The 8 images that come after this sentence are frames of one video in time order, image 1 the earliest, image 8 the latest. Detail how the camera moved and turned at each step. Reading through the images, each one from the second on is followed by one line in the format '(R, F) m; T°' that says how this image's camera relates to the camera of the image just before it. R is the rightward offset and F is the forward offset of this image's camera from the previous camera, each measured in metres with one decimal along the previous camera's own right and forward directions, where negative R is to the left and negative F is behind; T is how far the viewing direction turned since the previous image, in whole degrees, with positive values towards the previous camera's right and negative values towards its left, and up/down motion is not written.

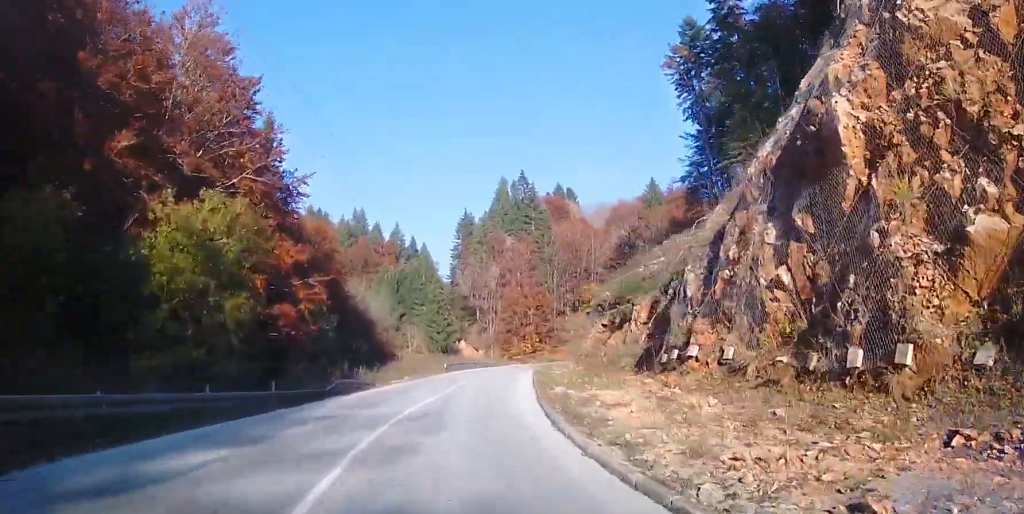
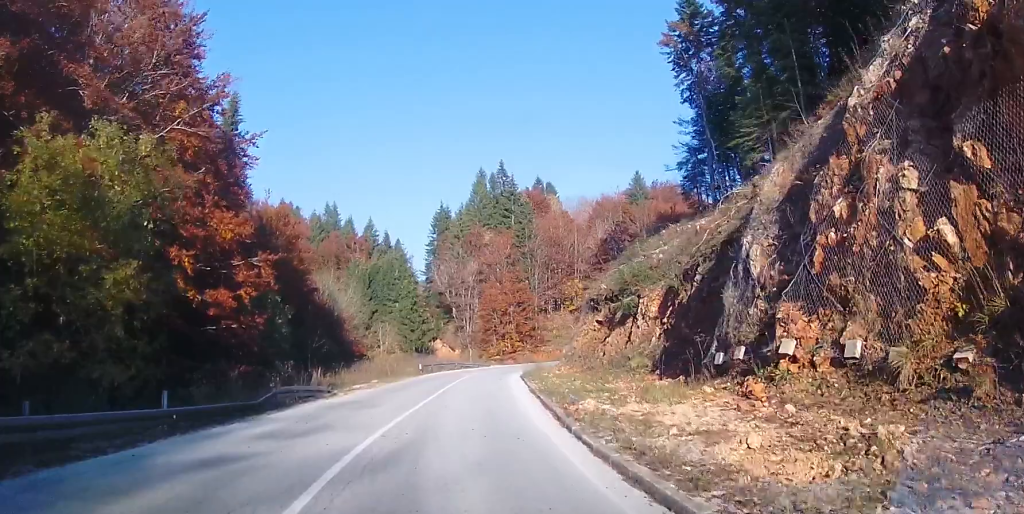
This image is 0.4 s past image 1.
(+0.3, +5.6) m; +3°
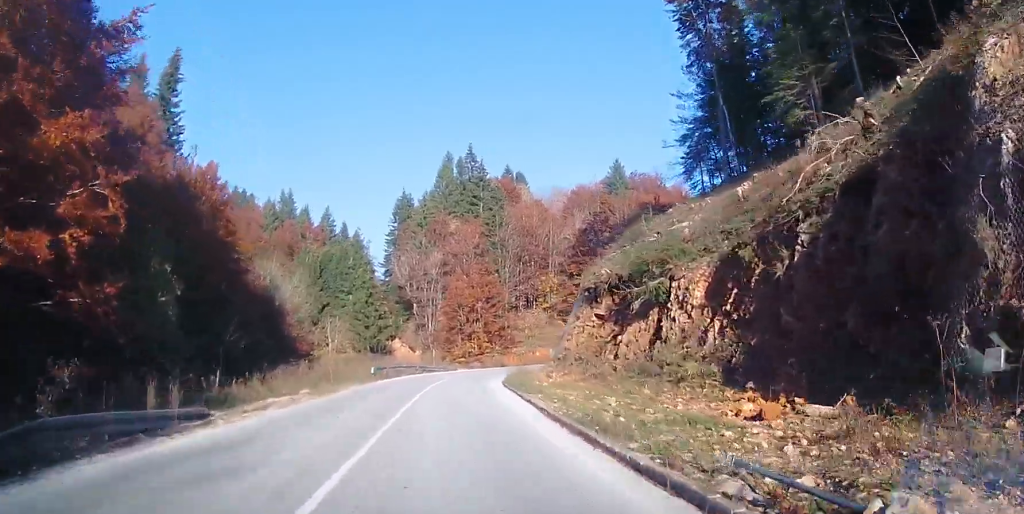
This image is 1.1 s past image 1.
(+0.4, +9.5) m; 0°
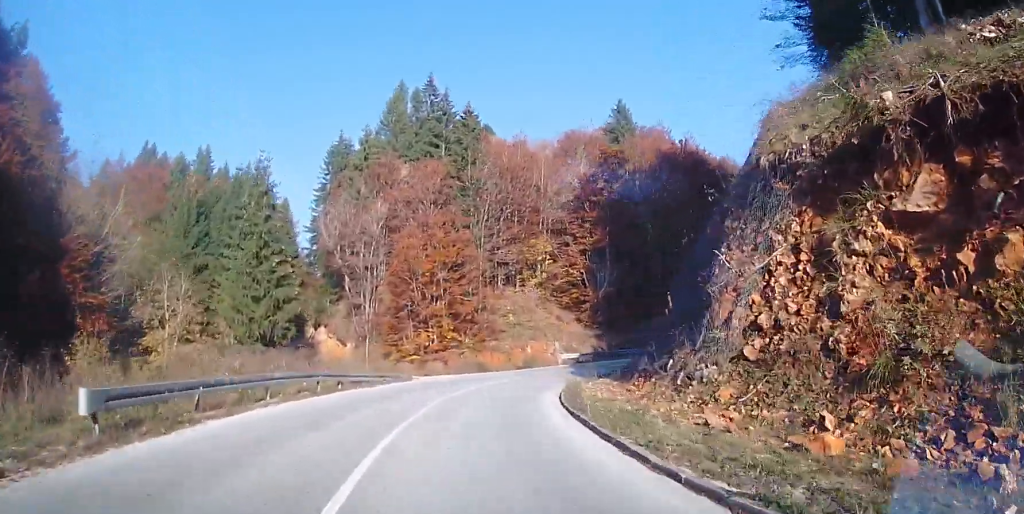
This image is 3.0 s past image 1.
(-2.6, +26.6) m; -12°
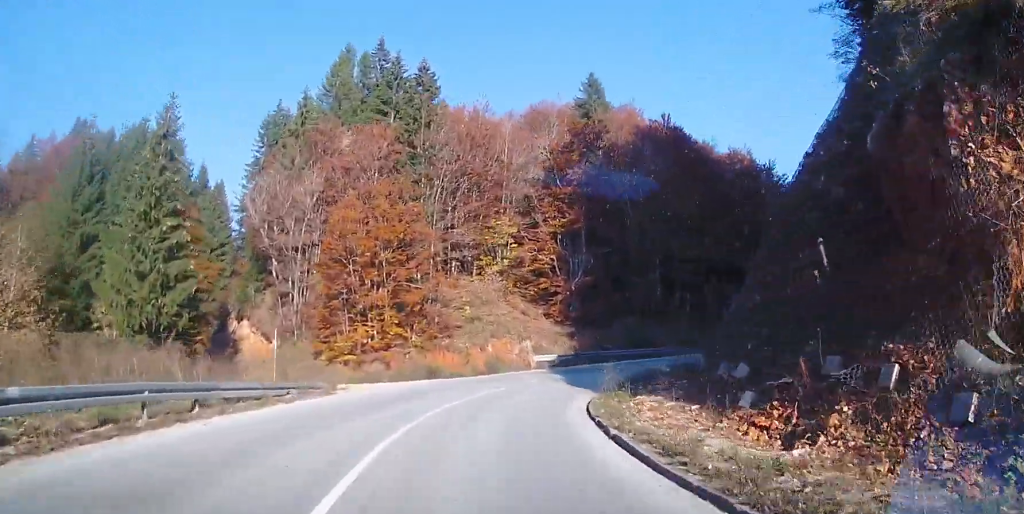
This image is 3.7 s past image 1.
(-0.5, +10.0) m; +4°
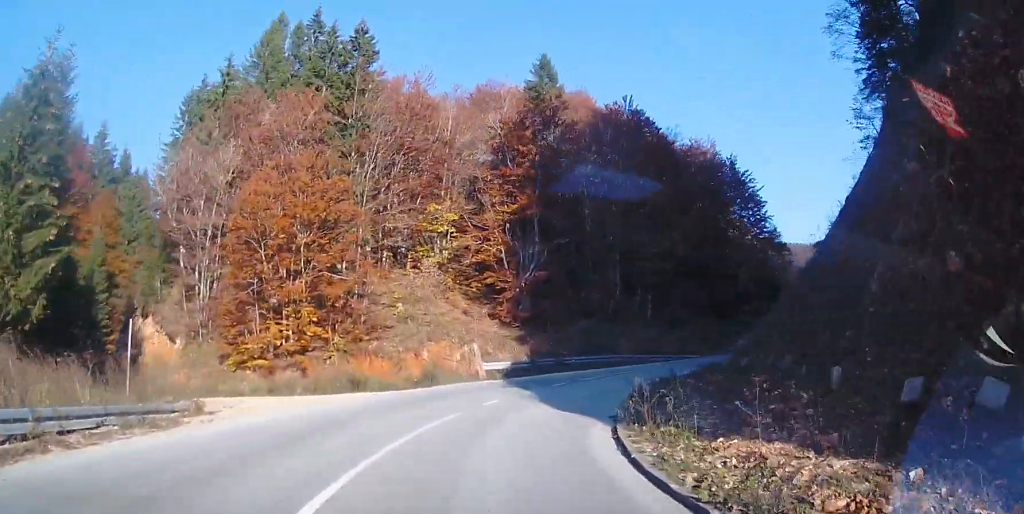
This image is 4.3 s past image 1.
(-0.6, +7.5) m; +7°
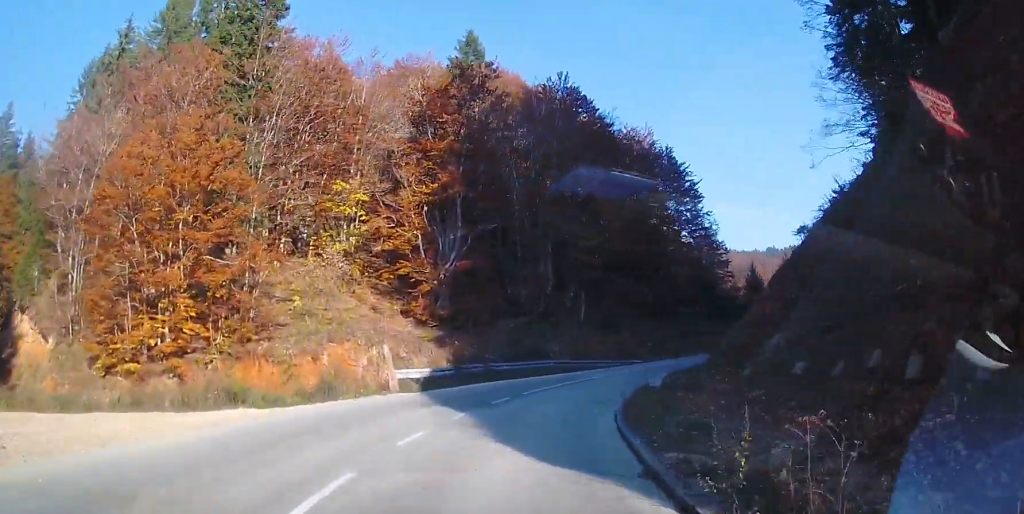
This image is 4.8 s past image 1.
(+1.5, +6.4) m; +13°
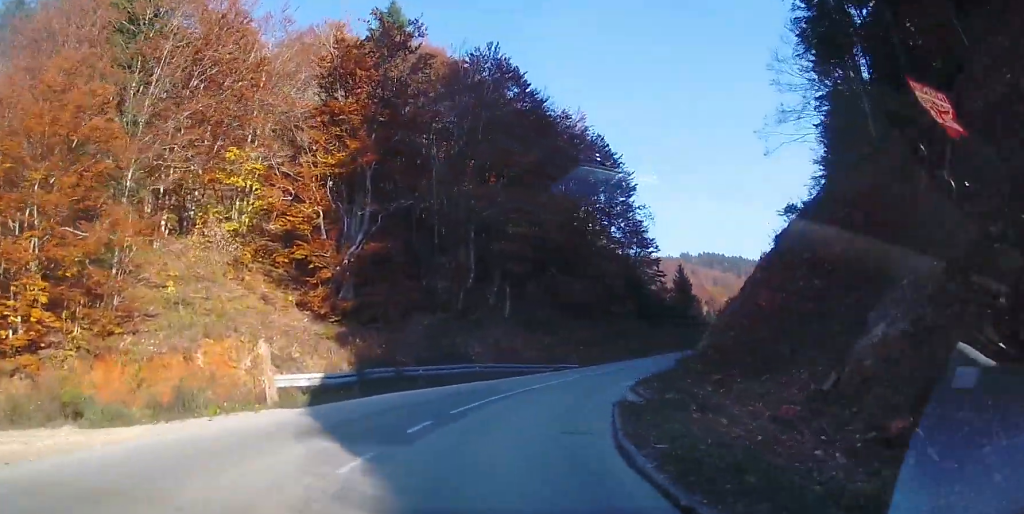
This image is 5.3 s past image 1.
(+0.5, +6.1) m; +10°
